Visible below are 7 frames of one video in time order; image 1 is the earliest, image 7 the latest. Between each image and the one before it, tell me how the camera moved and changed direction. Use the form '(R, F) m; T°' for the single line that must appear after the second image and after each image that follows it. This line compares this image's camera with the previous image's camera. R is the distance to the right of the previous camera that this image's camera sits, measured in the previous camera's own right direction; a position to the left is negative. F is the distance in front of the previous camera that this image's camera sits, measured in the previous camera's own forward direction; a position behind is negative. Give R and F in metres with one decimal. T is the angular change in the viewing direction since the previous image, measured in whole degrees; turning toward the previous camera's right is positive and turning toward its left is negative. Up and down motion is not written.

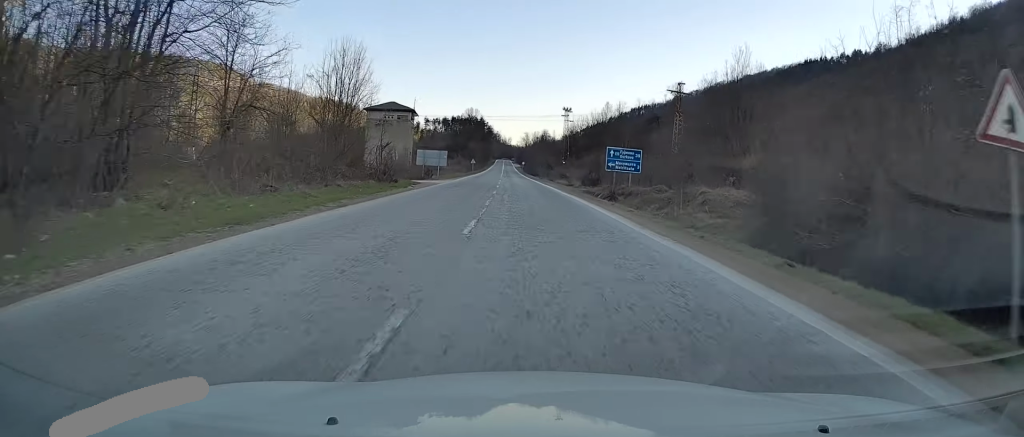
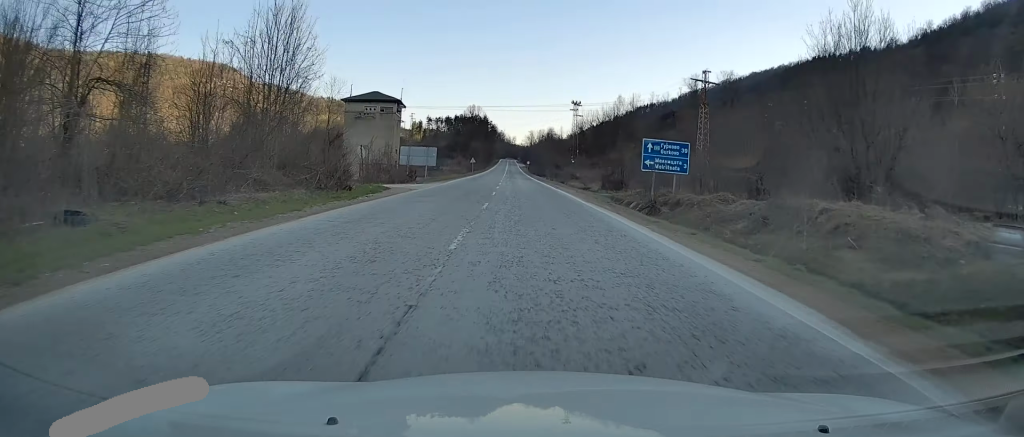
(0.0, +11.1) m; 0°
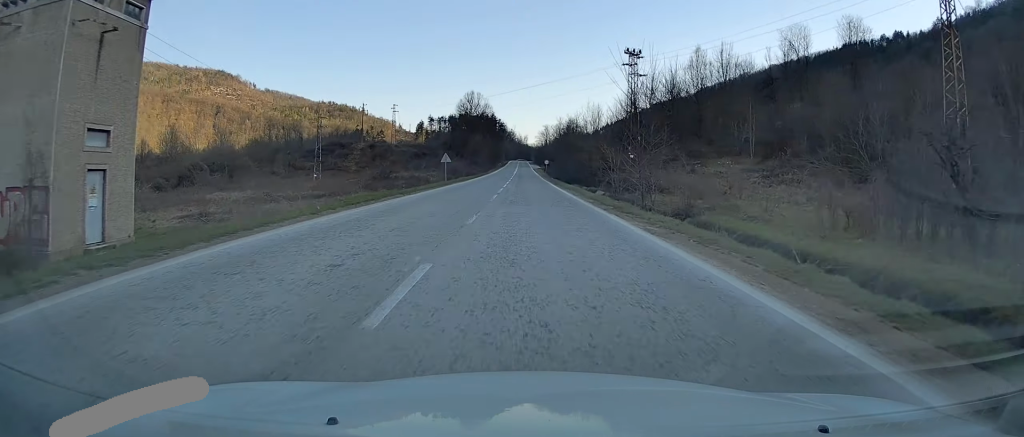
(-0.3, +49.6) m; -1°
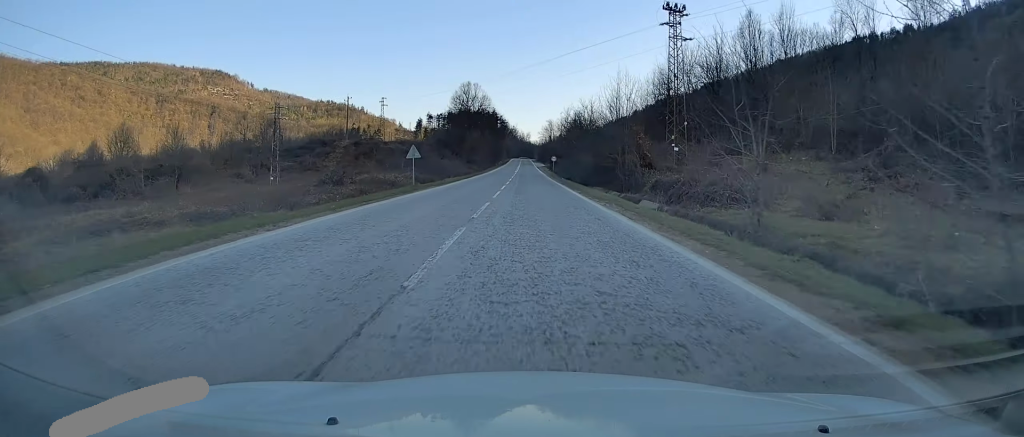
(-0.1, +17.2) m; 0°
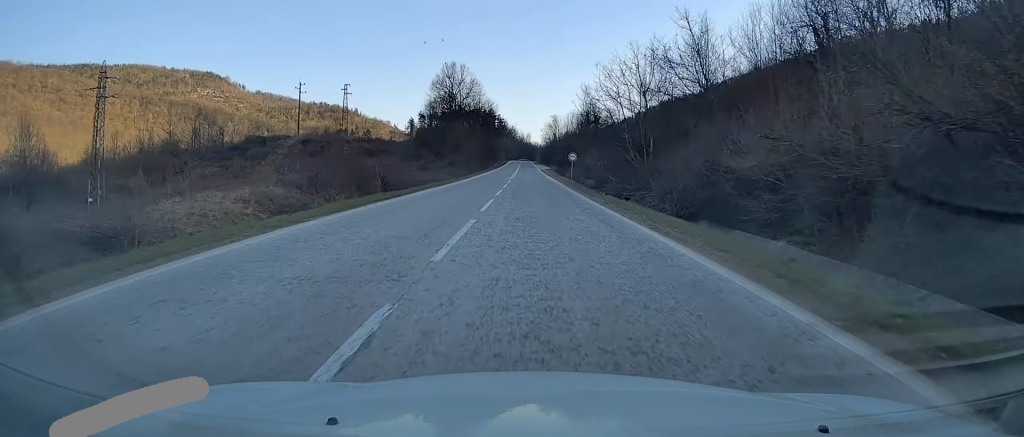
(+0.2, +34.3) m; +1°
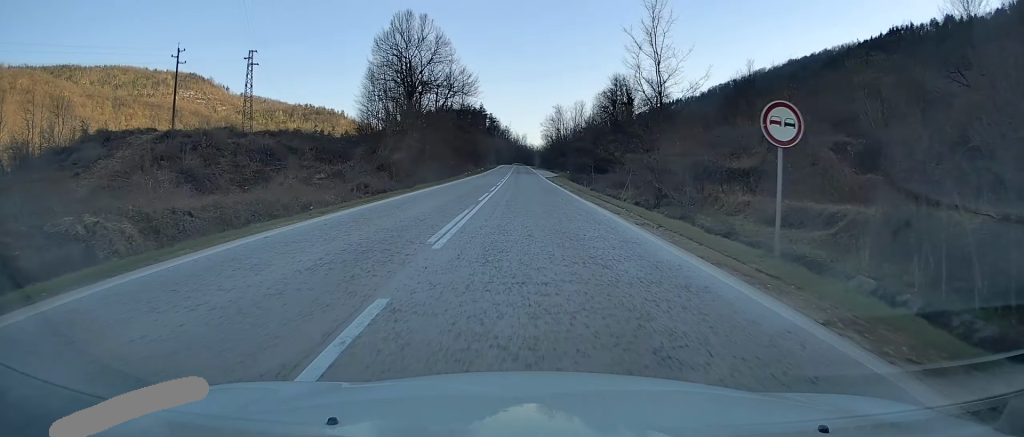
(0.0, +45.1) m; 0°
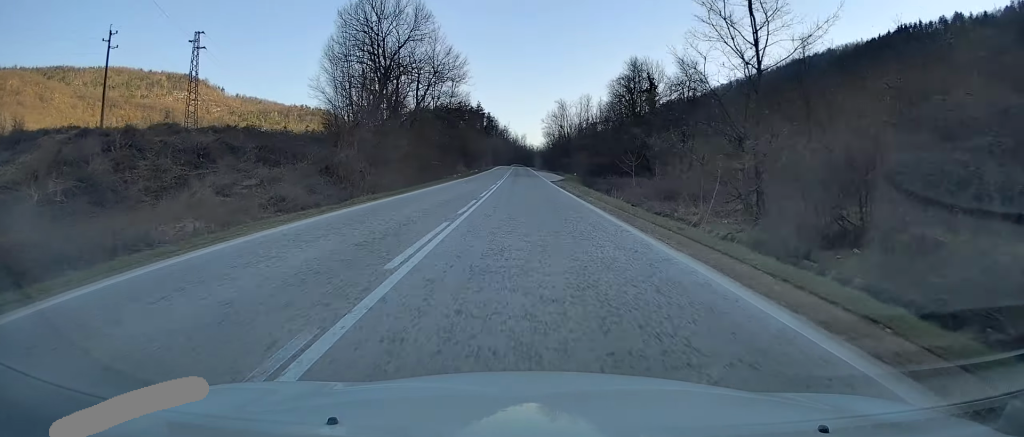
(0.0, +15.3) m; 0°
